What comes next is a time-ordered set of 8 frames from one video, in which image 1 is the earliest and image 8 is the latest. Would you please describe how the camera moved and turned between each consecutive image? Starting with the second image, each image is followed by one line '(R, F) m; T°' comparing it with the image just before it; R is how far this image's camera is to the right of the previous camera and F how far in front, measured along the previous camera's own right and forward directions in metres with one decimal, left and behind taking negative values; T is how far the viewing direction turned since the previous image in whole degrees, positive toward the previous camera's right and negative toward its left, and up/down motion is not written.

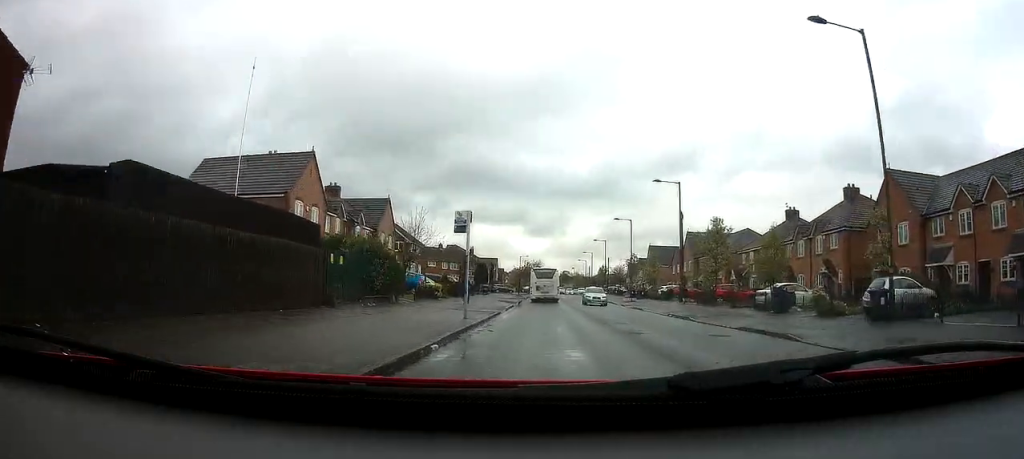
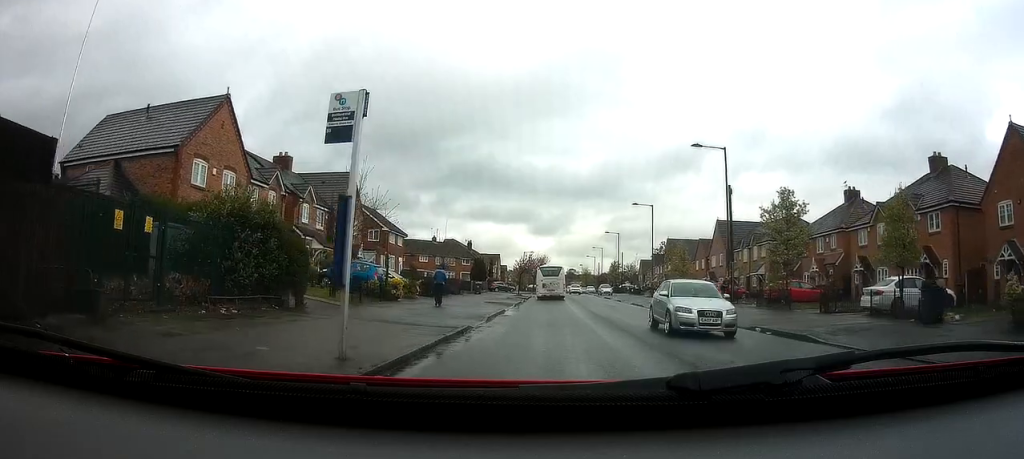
(-0.3, +12.1) m; -2°
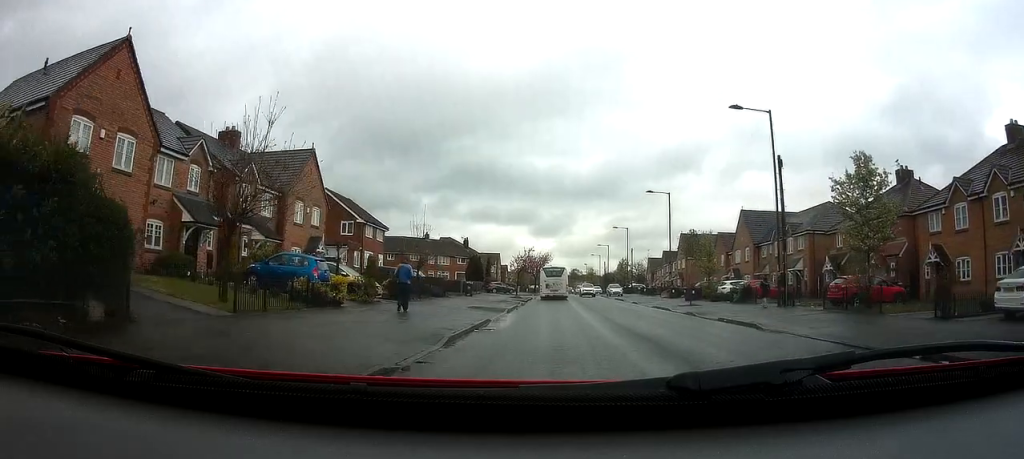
(-0.1, +8.5) m; -1°
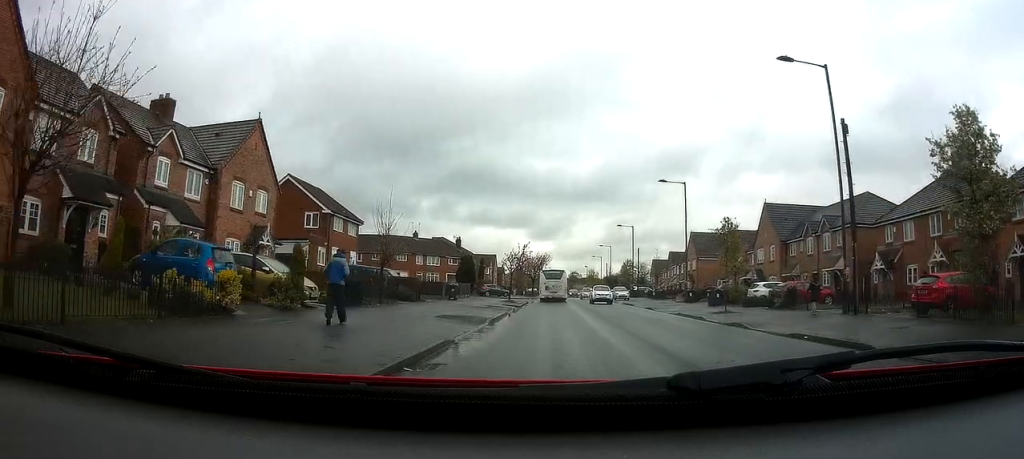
(-0.1, +7.5) m; -1°
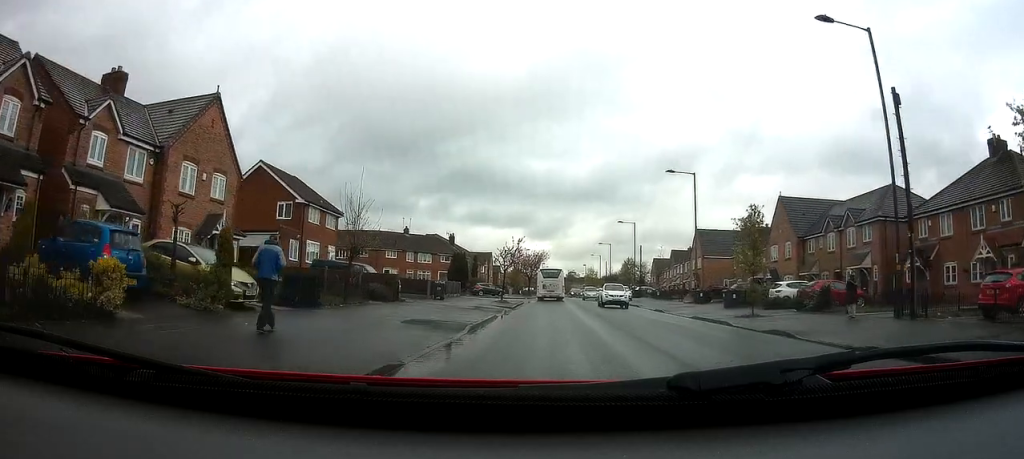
(0.0, +4.4) m; 0°
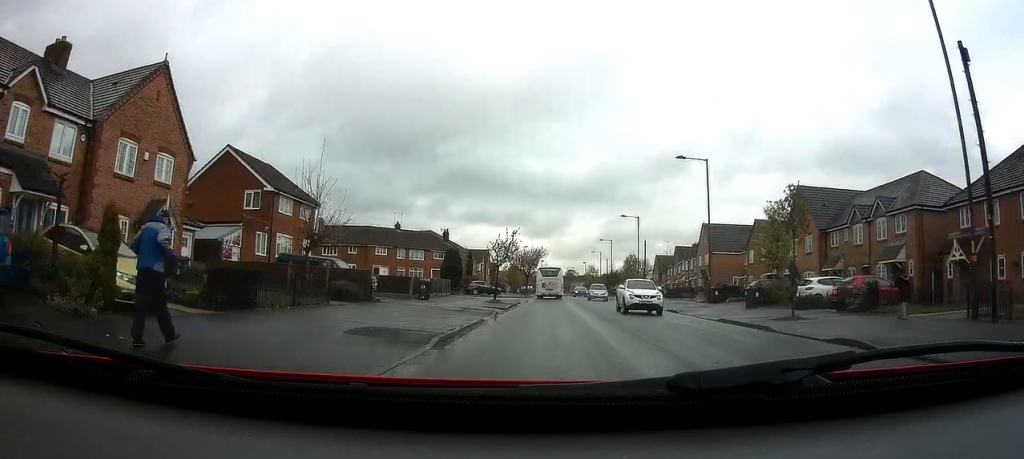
(0.0, +4.4) m; 0°
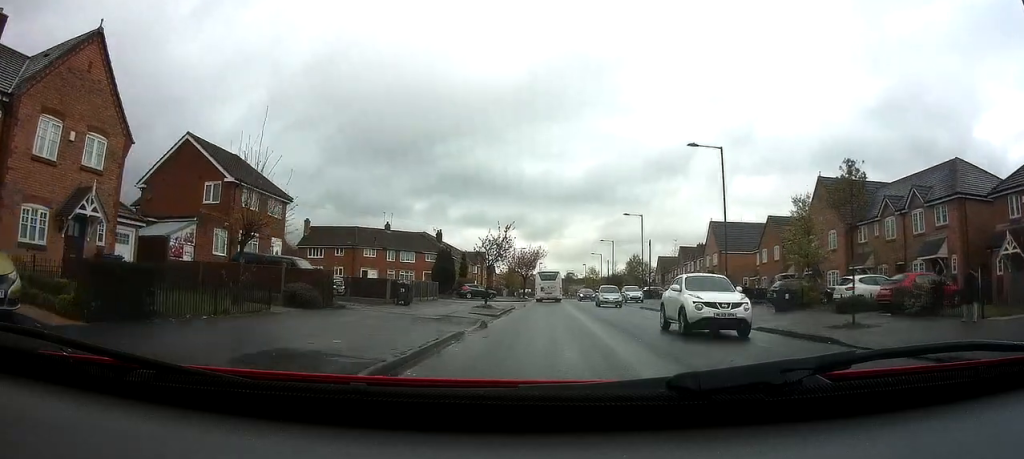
(0.0, +4.5) m; 0°
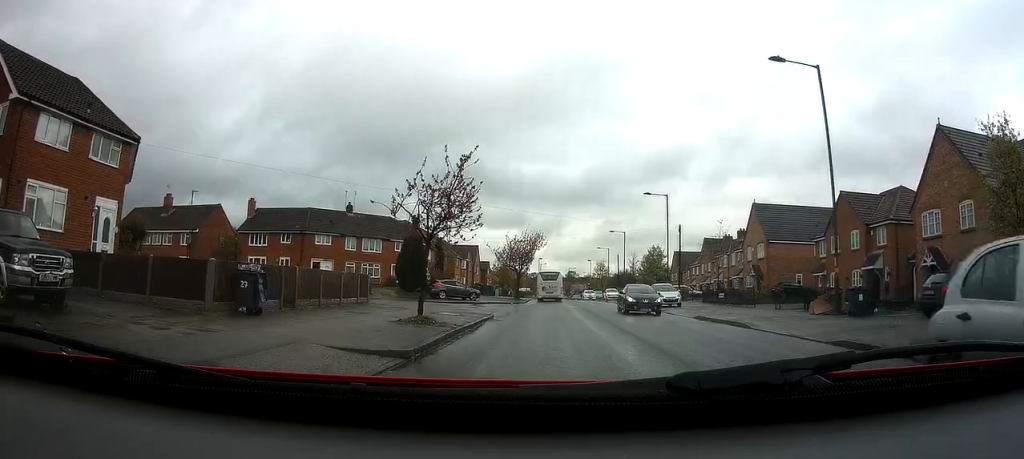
(+0.2, +15.4) m; +2°
